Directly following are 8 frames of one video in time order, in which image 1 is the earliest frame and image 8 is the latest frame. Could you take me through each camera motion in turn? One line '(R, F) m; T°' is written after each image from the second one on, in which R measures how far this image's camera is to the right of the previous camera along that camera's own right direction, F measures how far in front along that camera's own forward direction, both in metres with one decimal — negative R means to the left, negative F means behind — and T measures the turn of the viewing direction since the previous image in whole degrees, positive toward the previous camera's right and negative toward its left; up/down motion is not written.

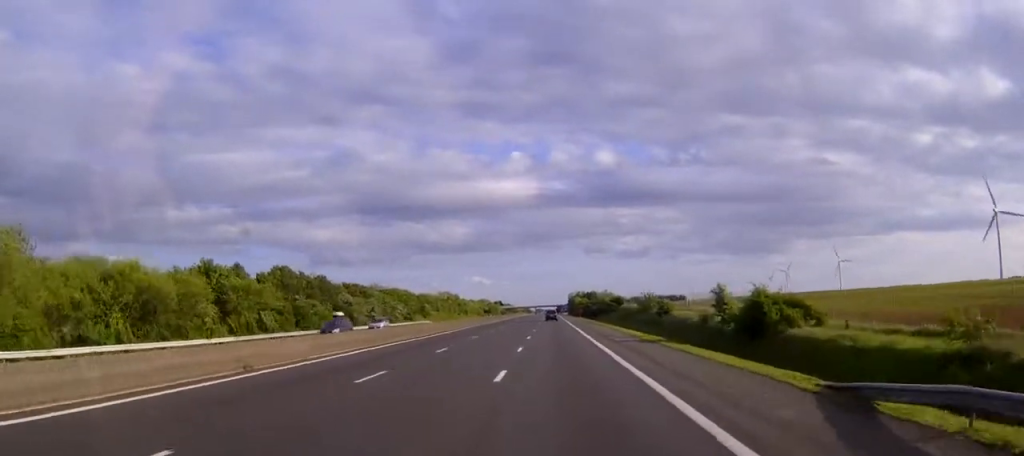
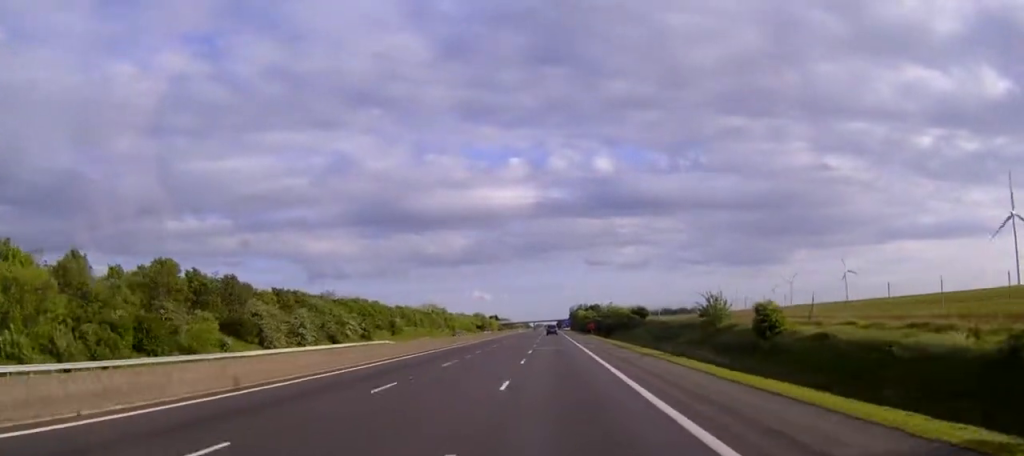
(0.0, +37.6) m; 0°
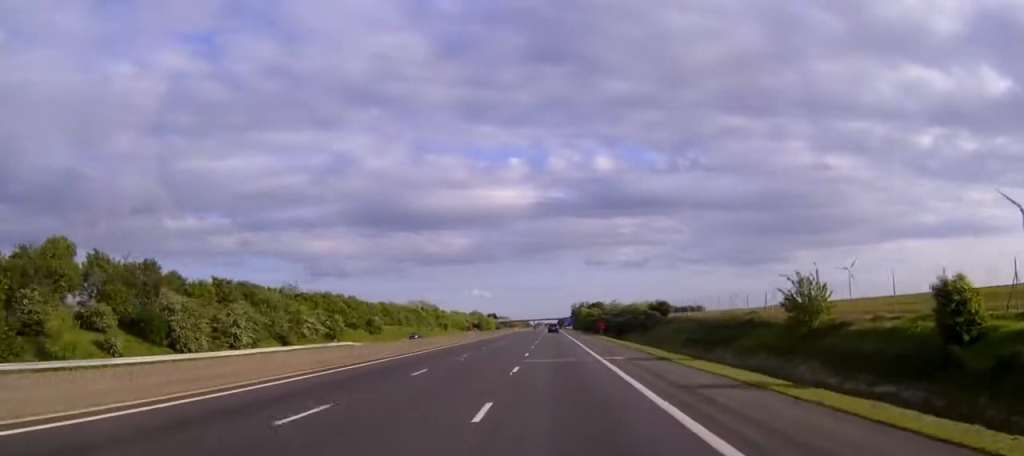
(0.0, +20.6) m; 0°
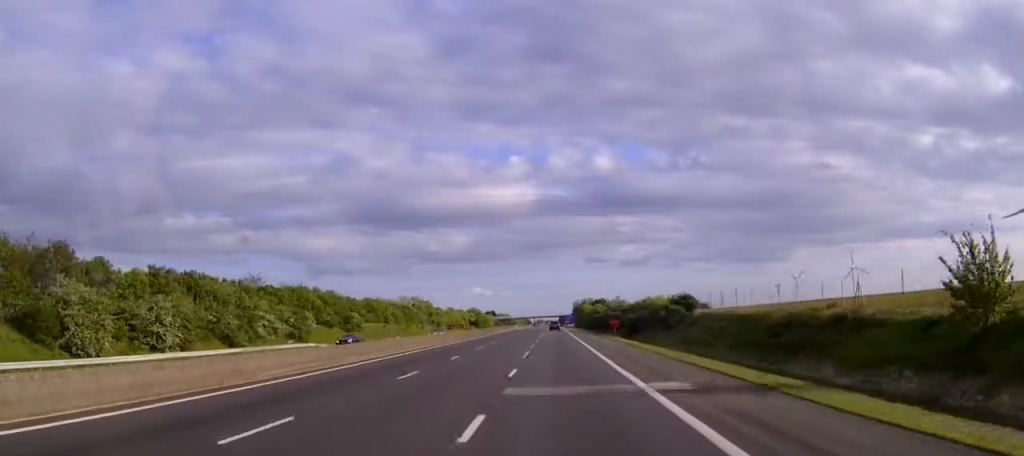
(0.0, +15.9) m; 0°
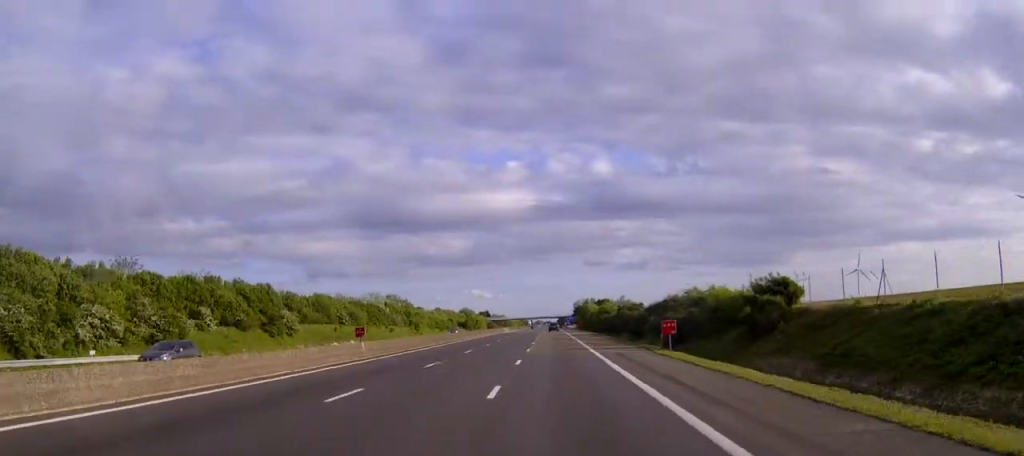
(0.0, +33.6) m; 0°
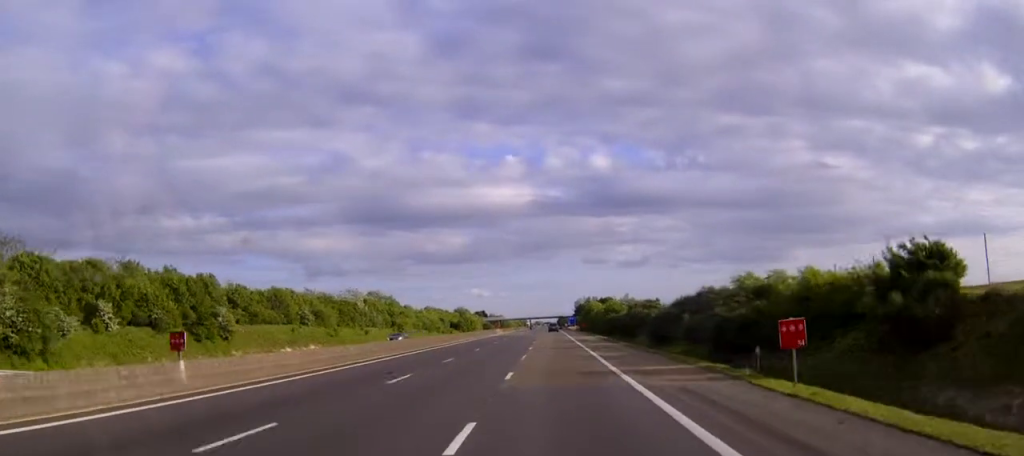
(0.0, +19.5) m; 0°
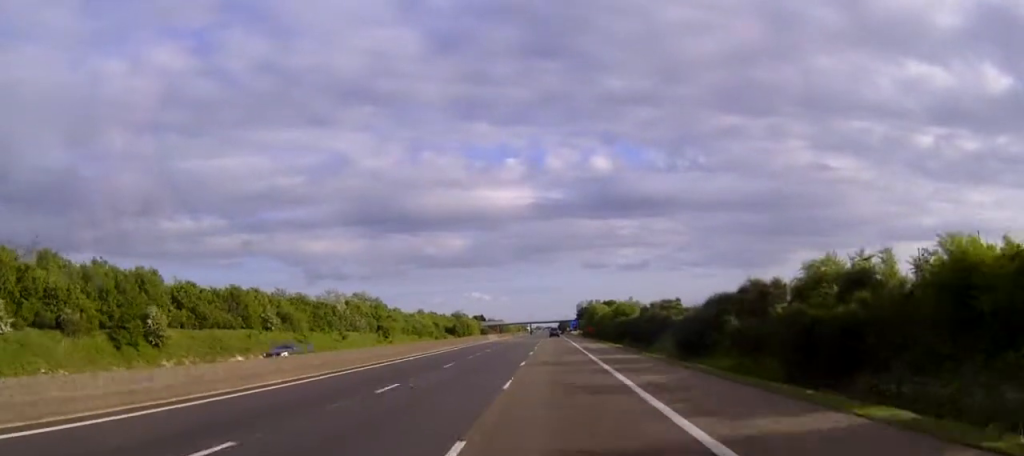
(0.0, +14.9) m; 0°
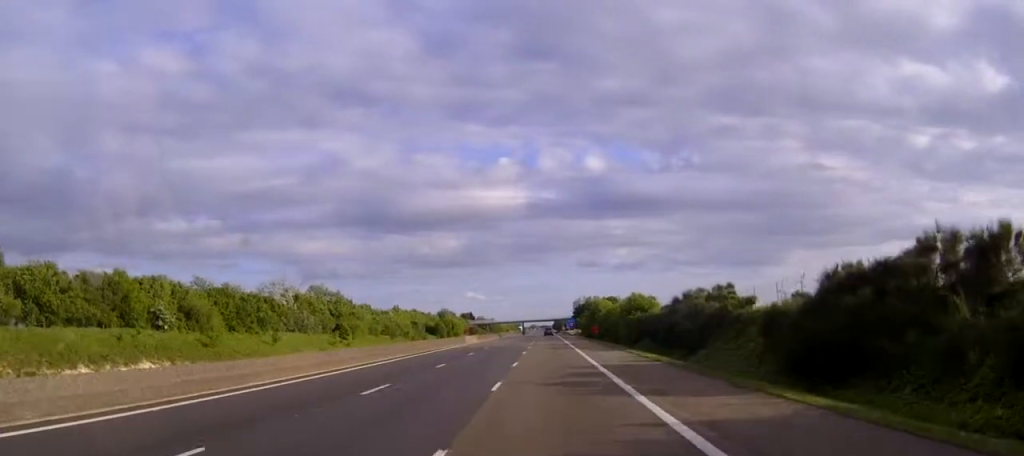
(0.0, +27.0) m; 0°
